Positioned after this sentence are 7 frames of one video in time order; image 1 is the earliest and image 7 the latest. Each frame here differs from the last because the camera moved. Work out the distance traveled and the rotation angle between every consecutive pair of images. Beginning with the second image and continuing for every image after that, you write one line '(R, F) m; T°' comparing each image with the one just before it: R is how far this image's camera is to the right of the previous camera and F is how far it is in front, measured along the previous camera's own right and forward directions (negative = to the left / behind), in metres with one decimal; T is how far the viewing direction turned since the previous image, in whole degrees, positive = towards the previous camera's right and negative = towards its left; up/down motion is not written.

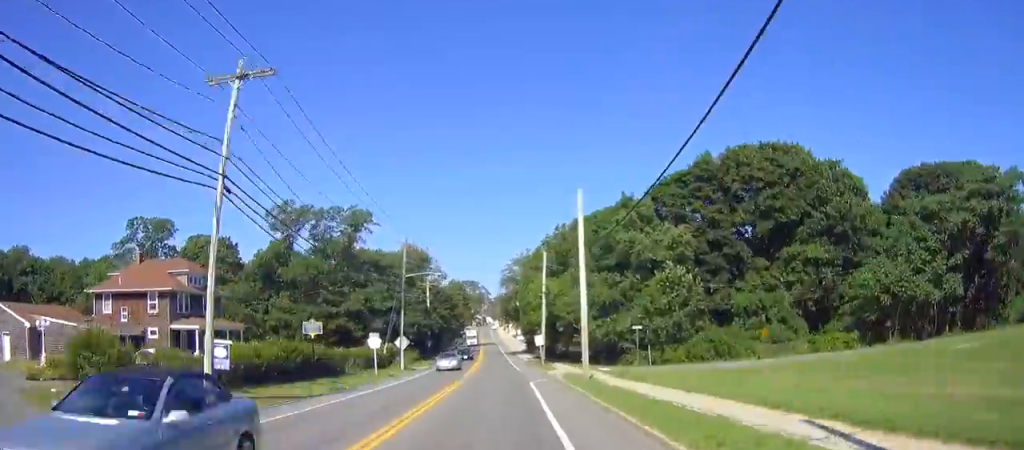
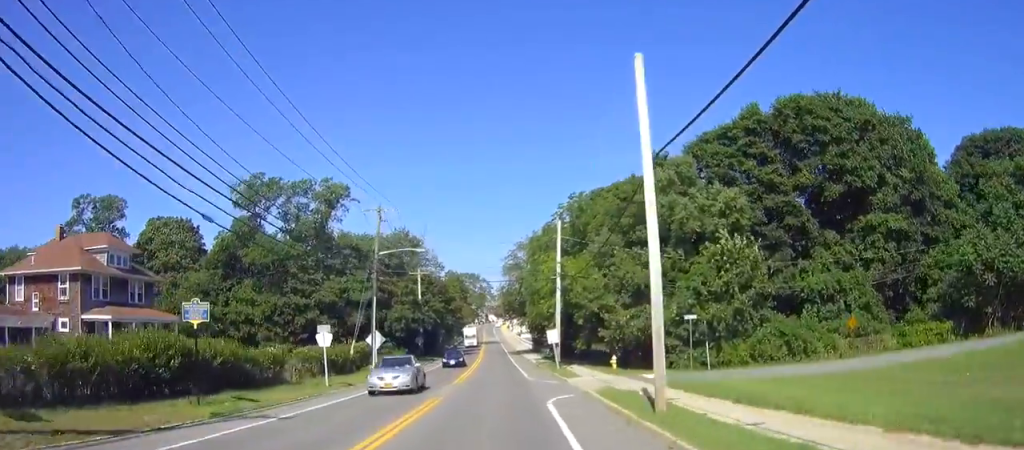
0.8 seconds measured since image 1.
(0.0, +14.2) m; 0°
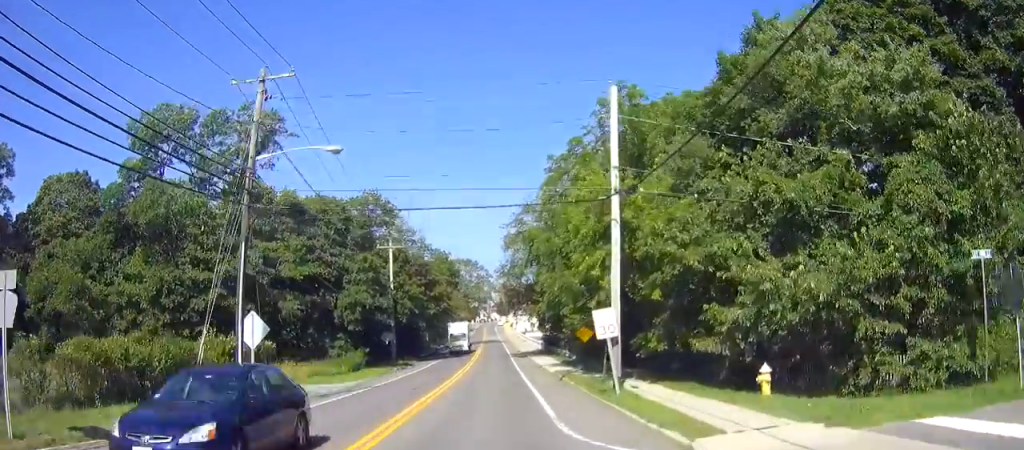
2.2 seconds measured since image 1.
(0.0, +23.7) m; 0°
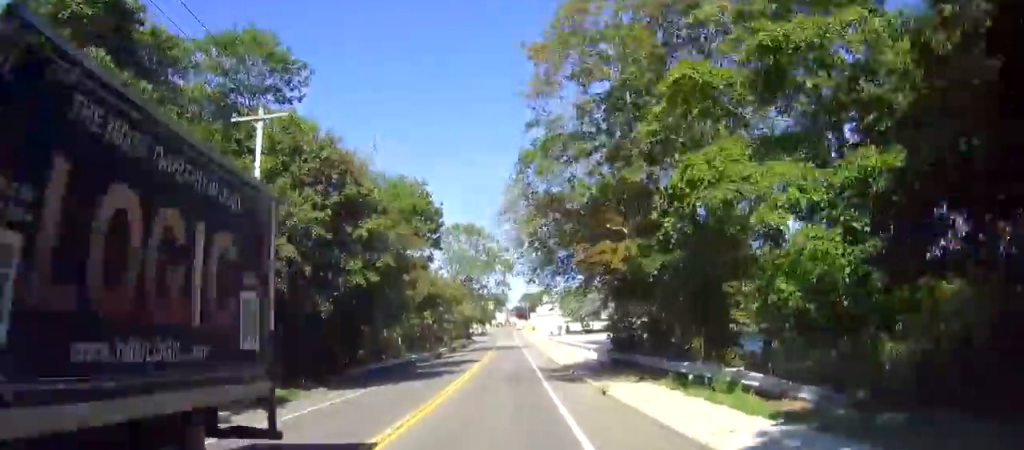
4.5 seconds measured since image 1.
(0.0, +36.6) m; 0°
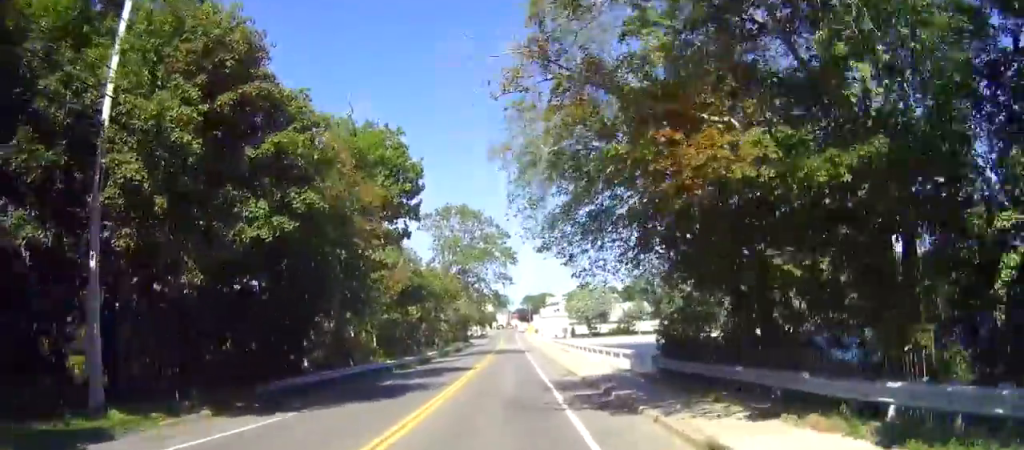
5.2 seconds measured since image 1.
(0.0, +11.3) m; 0°
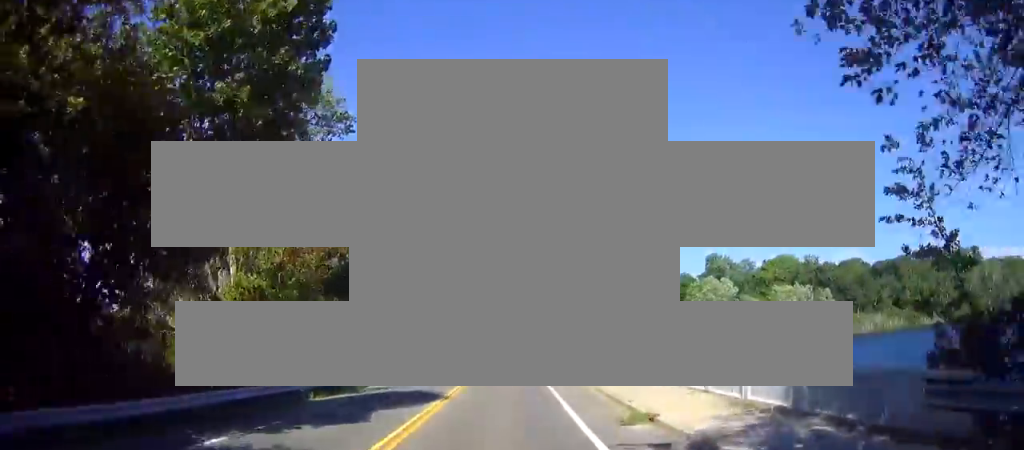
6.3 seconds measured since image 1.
(0.0, +17.6) m; 0°
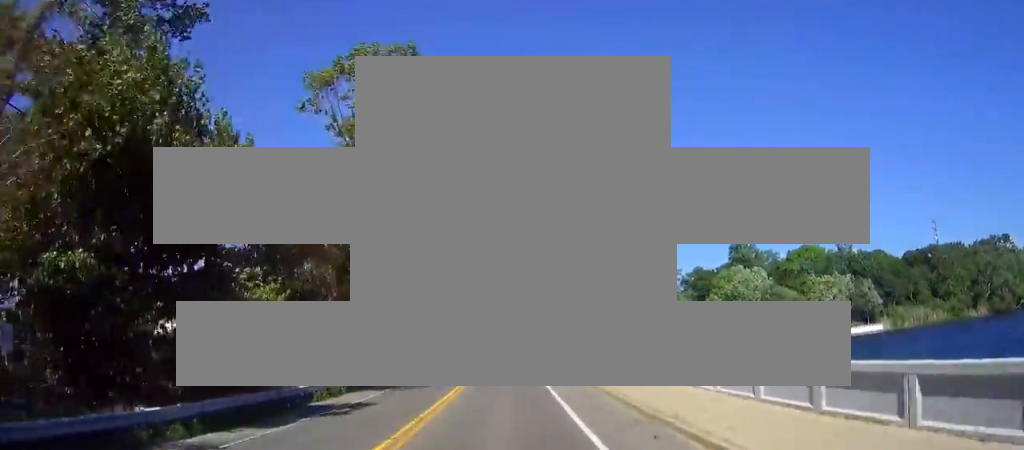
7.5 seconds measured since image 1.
(0.0, +18.9) m; 0°
